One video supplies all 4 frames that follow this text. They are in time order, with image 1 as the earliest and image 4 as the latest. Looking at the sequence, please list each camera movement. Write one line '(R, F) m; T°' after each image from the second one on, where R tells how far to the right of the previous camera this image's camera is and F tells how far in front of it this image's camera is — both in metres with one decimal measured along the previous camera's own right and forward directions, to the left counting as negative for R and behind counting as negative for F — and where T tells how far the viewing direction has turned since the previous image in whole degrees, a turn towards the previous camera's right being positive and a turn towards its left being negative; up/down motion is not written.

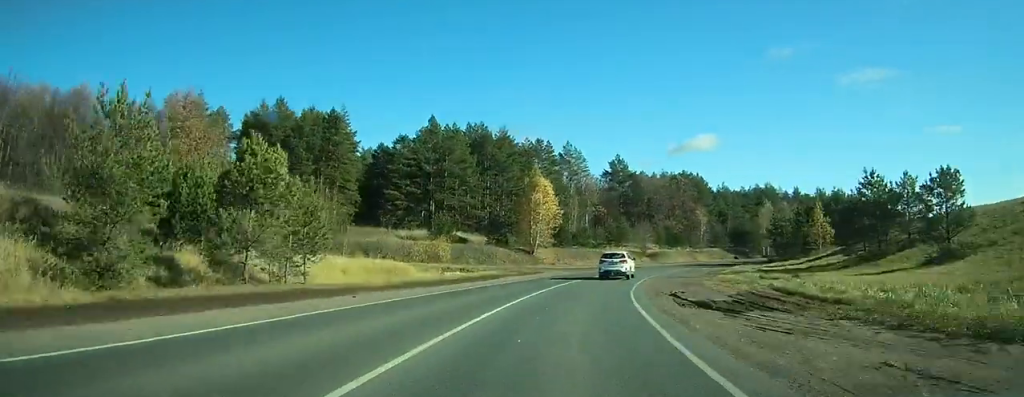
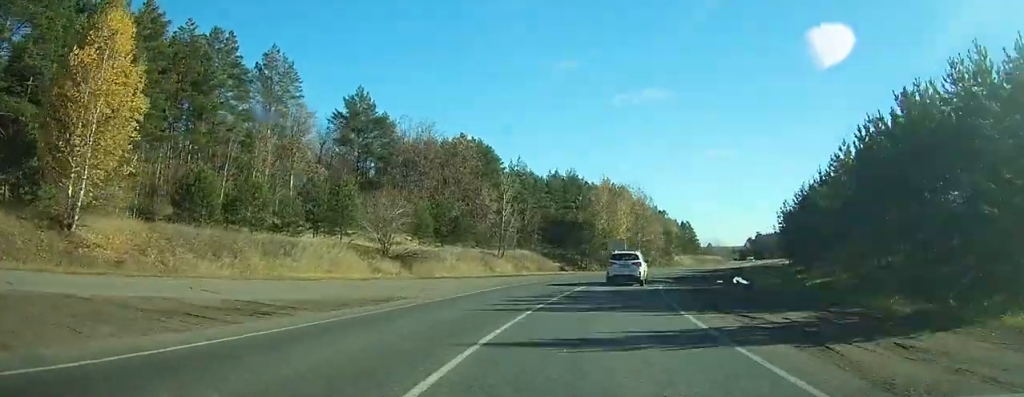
(+8.0, +55.3) m; +9°
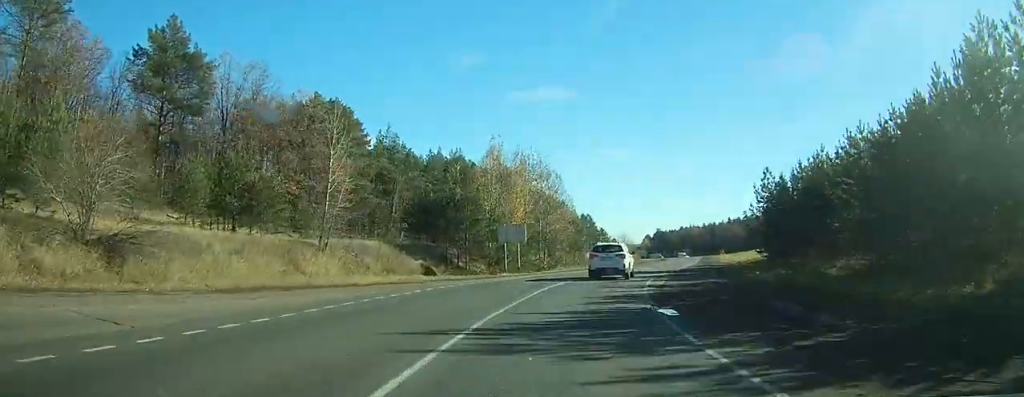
(-1.6, +23.2) m; +7°
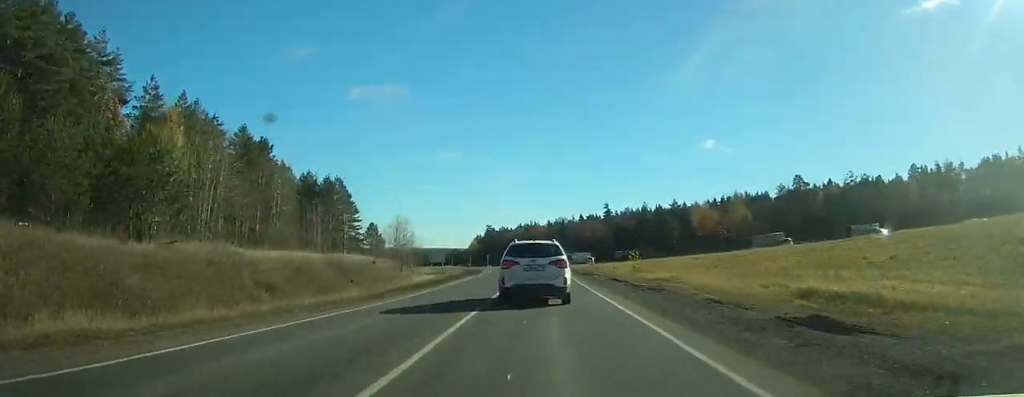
(+35.8, +85.5) m; +29°
